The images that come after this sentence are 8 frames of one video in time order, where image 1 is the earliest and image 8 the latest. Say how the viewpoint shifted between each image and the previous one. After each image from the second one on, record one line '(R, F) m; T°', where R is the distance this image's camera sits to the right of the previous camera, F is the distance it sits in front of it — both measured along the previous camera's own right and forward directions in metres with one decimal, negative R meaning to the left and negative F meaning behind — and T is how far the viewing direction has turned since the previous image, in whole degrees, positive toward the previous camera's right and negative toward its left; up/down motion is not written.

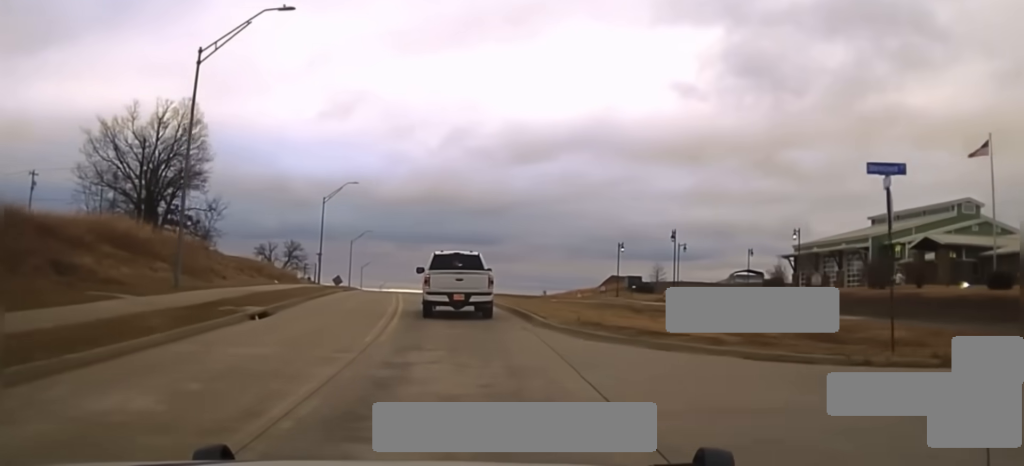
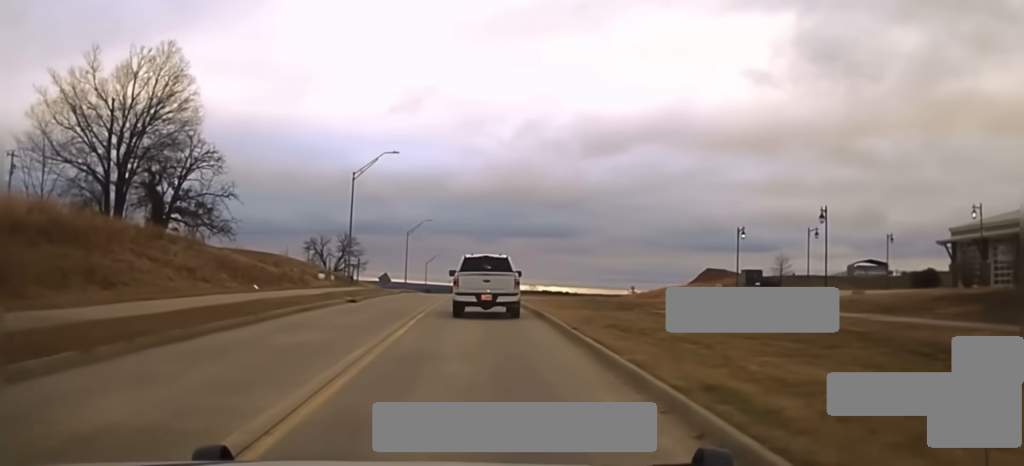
(-0.9, +26.1) m; -4°
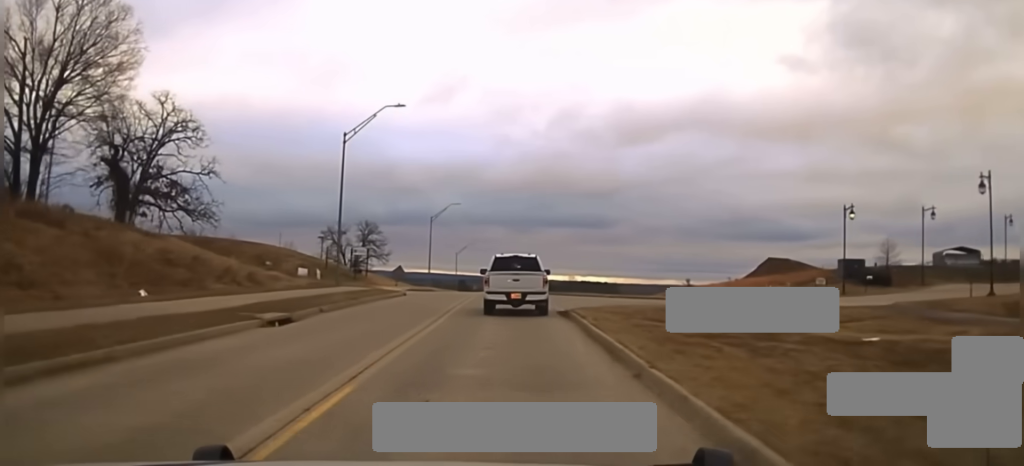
(-0.6, +18.7) m; -3°
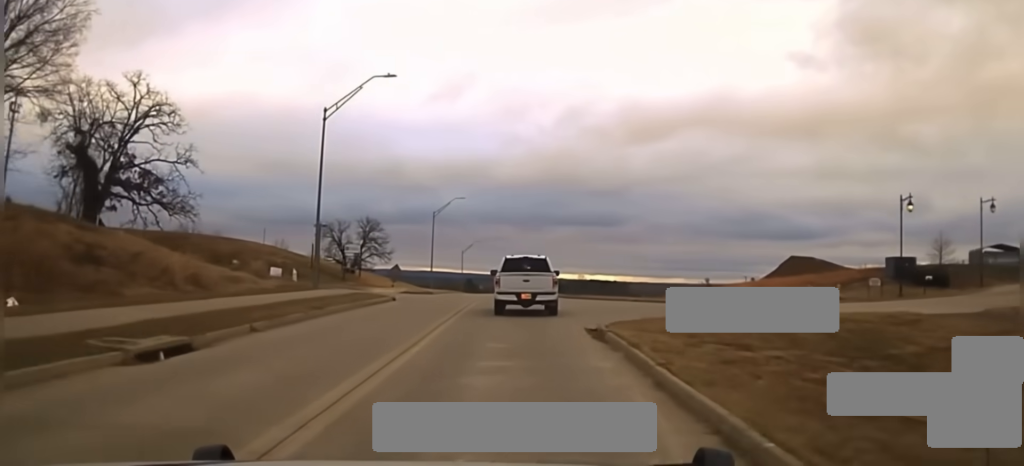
(-0.2, +8.5) m; -1°
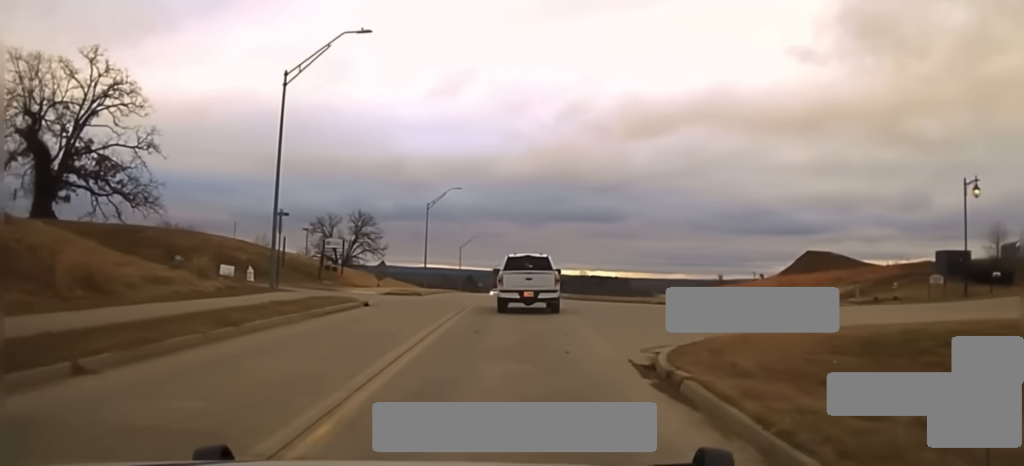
(0.0, +7.4) m; 0°
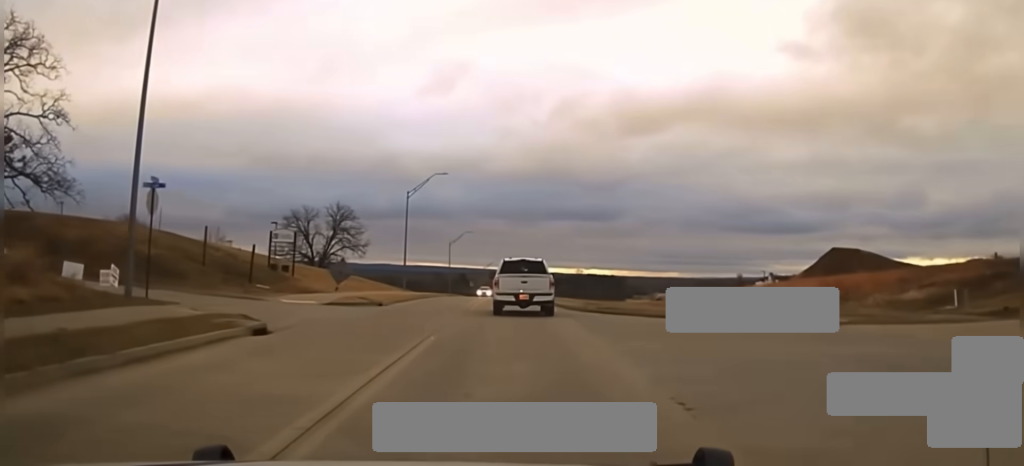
(+0.1, +12.5) m; +1°
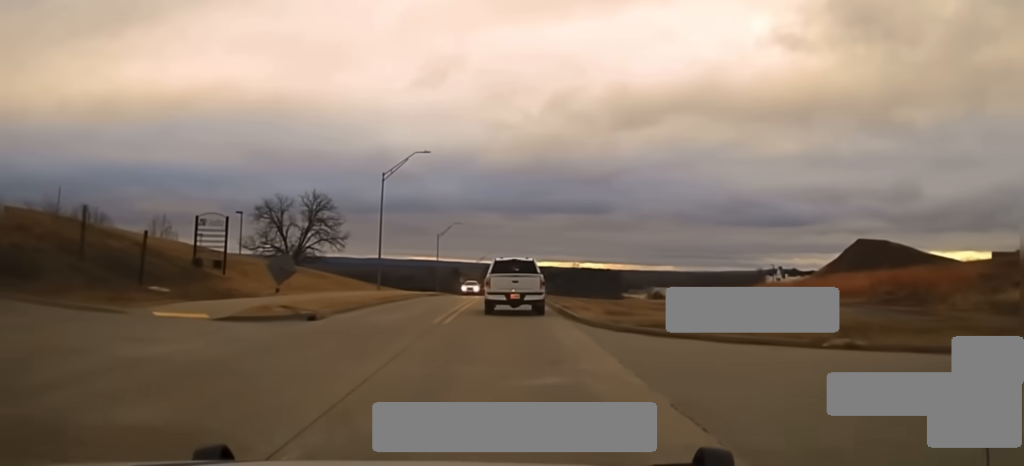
(+0.1, +10.7) m; 0°
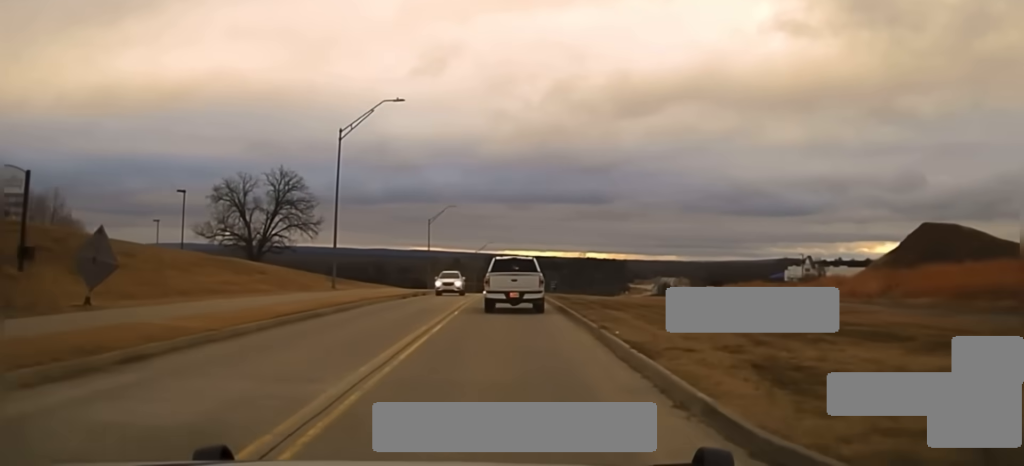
(0.0, +17.8) m; +1°
